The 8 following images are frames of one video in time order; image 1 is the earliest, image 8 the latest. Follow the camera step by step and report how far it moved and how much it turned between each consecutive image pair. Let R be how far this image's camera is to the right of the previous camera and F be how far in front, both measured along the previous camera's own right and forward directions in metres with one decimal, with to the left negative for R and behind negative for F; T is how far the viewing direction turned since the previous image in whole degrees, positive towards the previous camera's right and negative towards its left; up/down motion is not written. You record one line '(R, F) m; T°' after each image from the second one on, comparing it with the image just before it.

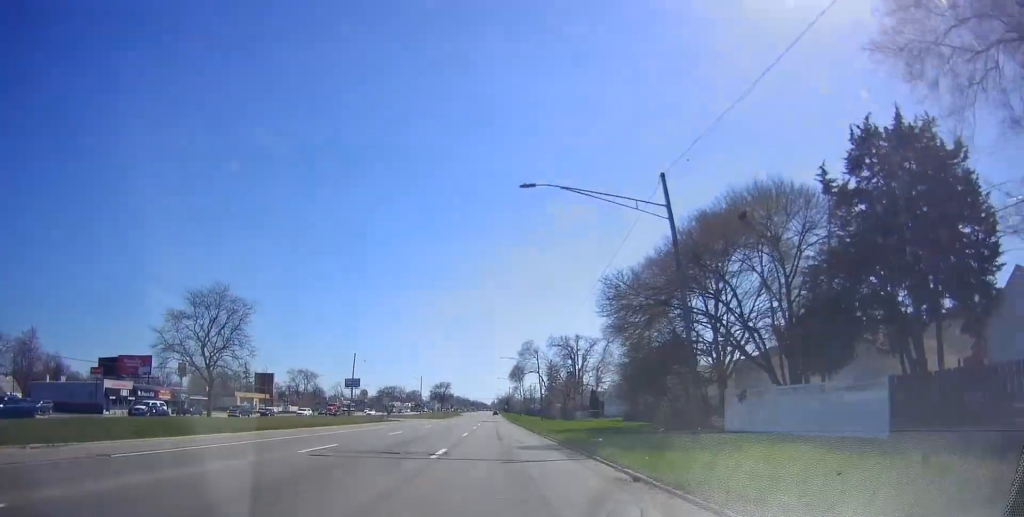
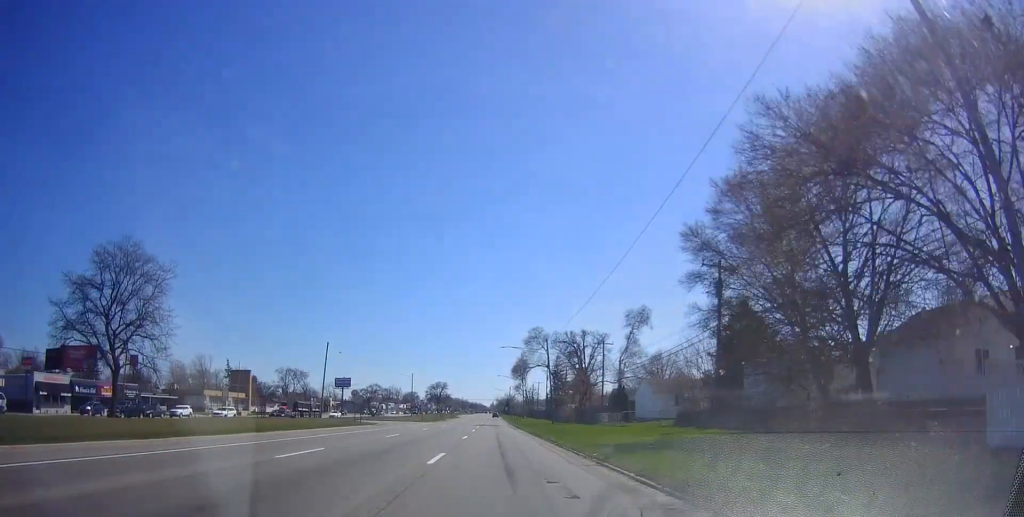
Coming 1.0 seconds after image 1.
(+0.4, +16.2) m; +1°
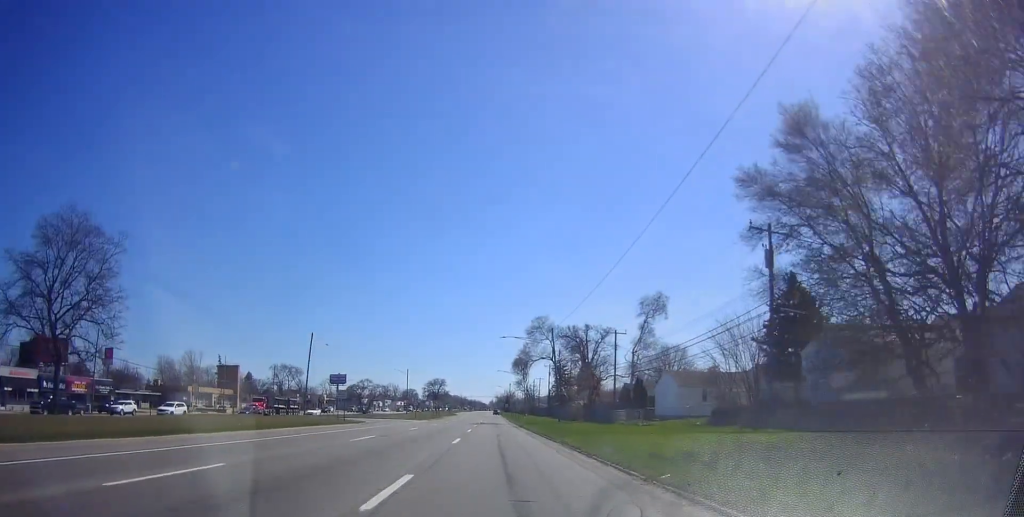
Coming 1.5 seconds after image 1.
(0.0, +7.0) m; 0°
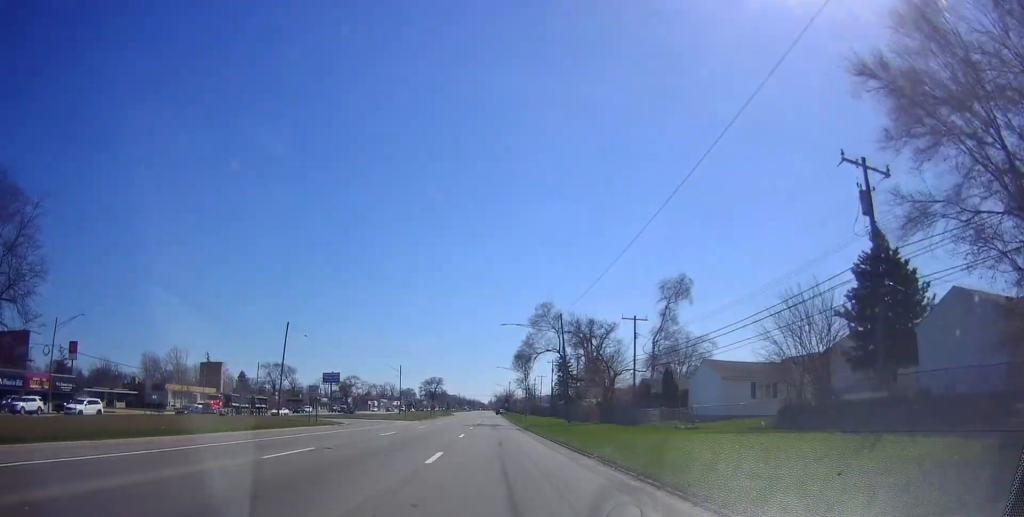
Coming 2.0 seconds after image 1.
(0.0, +9.2) m; -1°
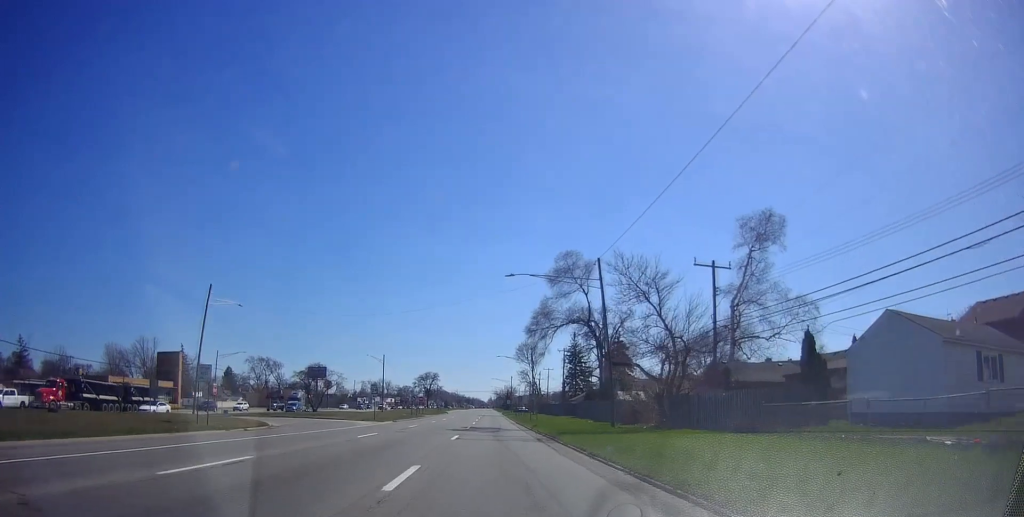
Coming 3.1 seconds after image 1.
(-0.3, +20.3) m; -1°
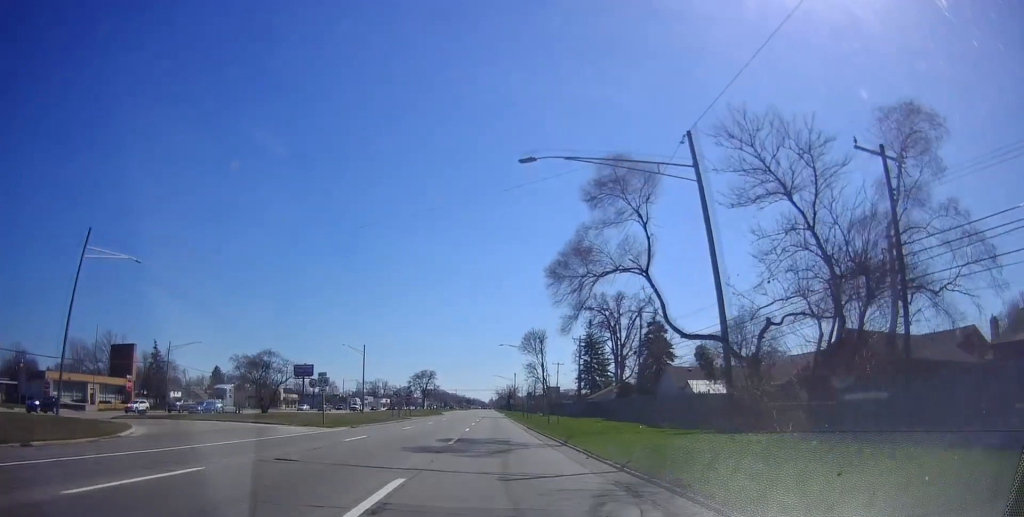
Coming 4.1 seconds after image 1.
(+0.2, +17.9) m; +1°
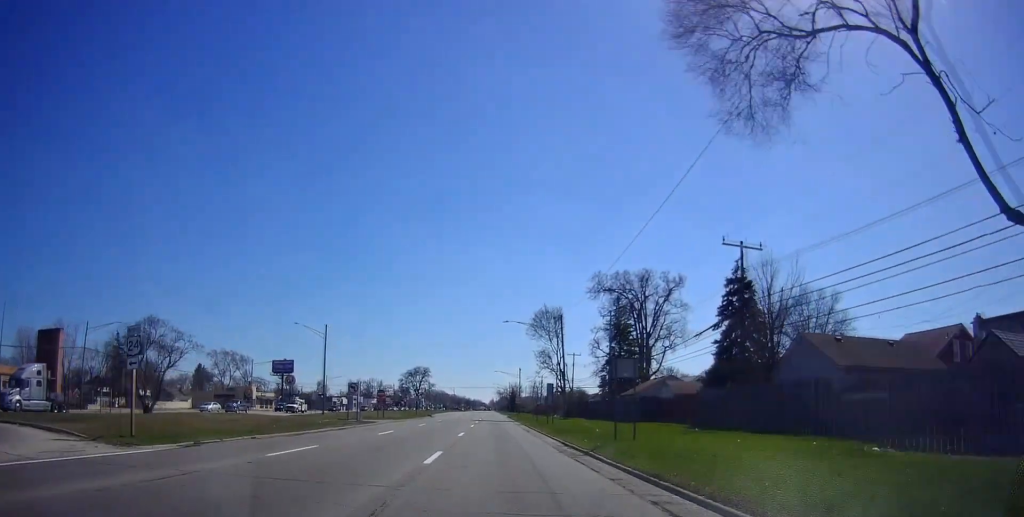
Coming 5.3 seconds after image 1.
(+0.2, +22.3) m; 0°
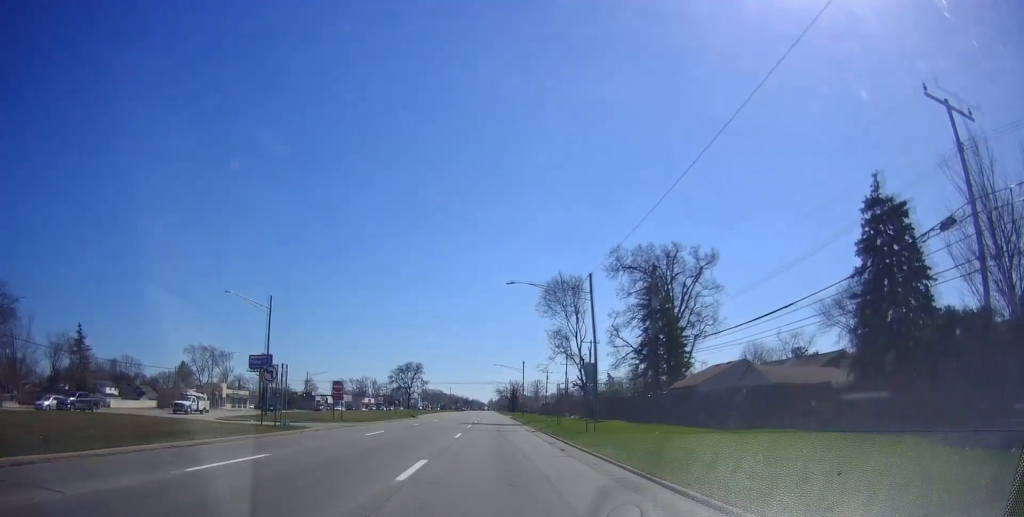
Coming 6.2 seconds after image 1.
(0.0, +18.5) m; -2°
